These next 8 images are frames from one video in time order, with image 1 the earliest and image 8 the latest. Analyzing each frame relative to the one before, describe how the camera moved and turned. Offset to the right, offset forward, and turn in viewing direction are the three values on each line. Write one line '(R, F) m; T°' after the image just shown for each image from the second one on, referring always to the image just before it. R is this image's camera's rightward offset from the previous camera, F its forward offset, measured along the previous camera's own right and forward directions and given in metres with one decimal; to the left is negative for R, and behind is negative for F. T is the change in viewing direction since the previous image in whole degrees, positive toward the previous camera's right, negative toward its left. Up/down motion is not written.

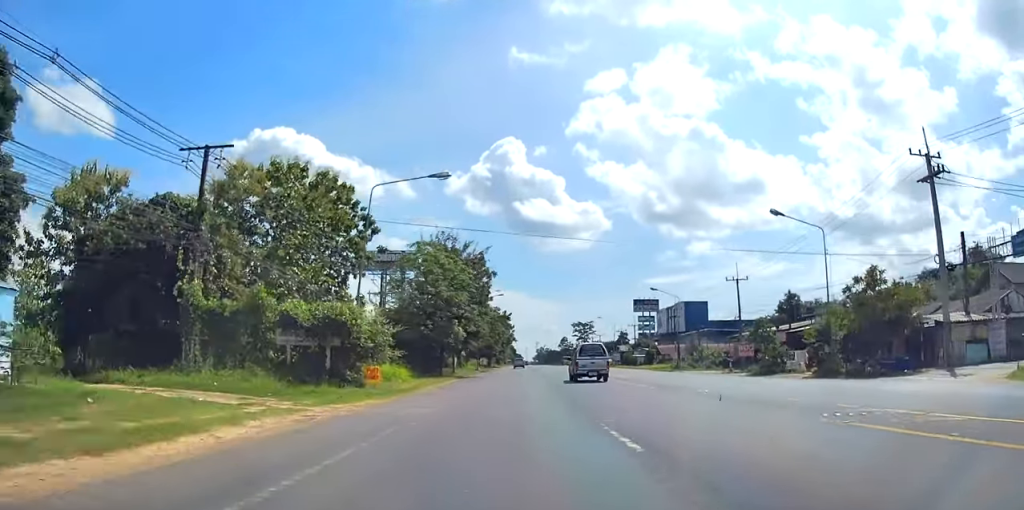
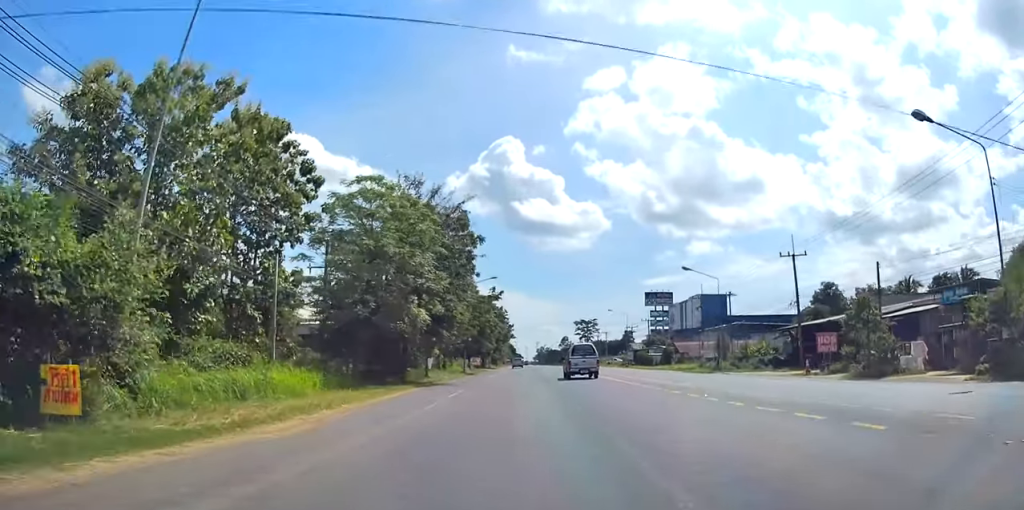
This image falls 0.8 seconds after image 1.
(+0.4, +16.0) m; +1°
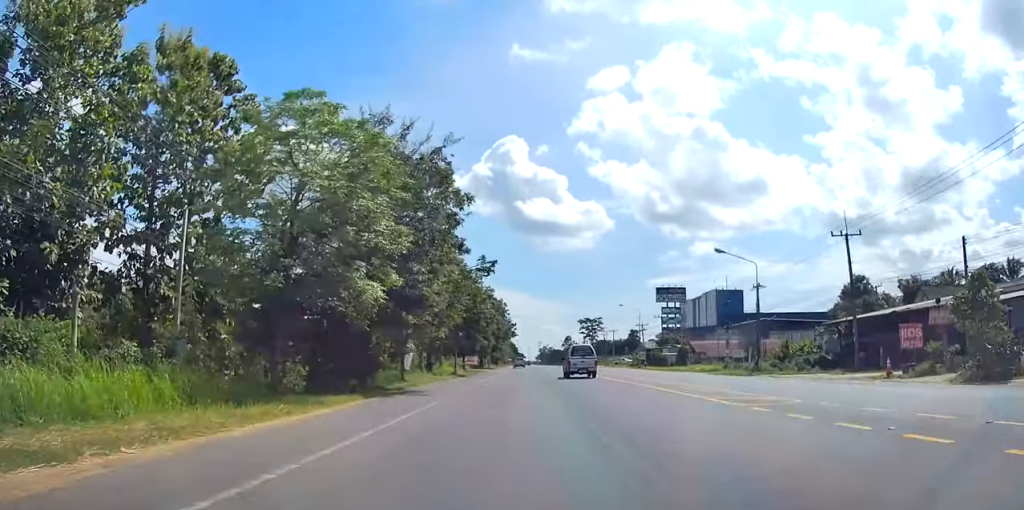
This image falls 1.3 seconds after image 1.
(0.0, +9.6) m; -1°
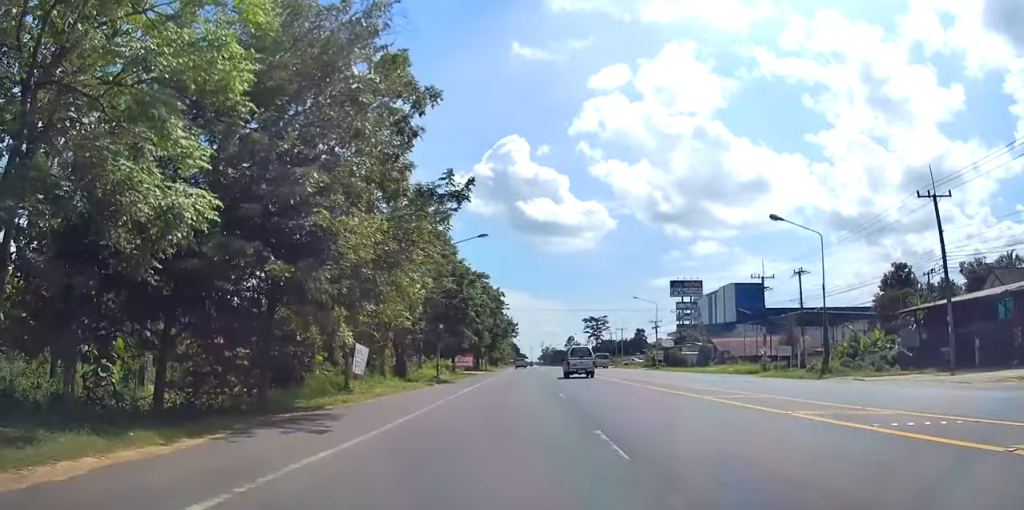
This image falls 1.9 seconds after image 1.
(-0.1, +11.4) m; -1°
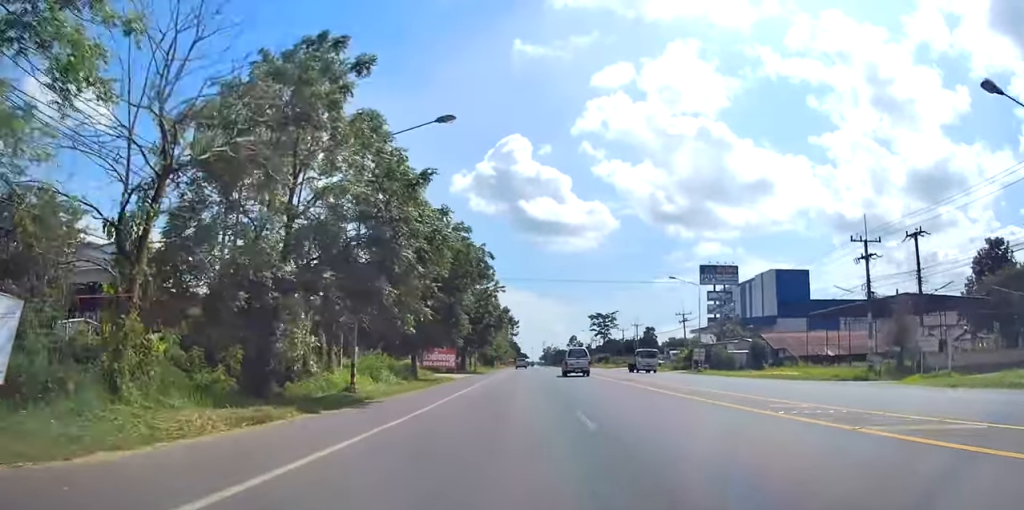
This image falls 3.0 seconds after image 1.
(-0.3, +20.4) m; 0°
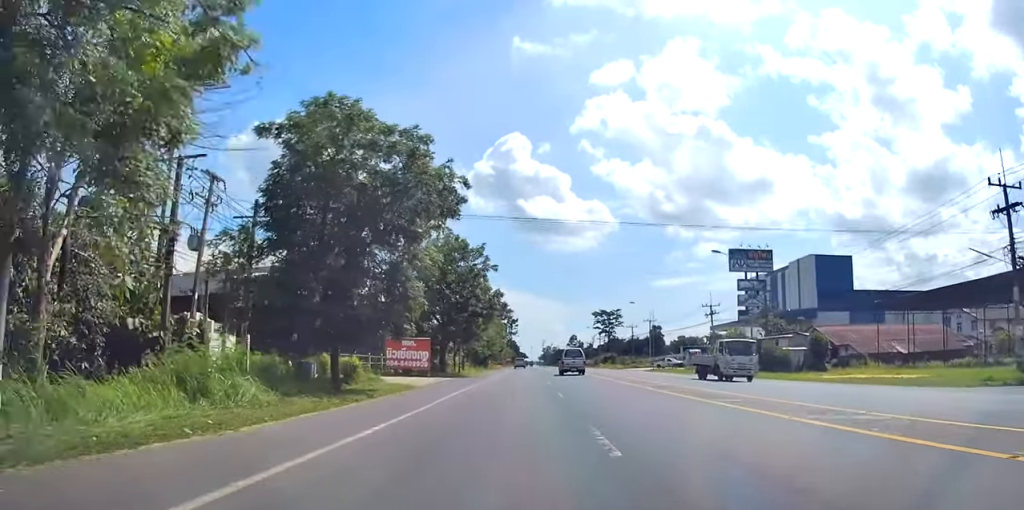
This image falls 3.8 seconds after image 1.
(+0.2, +15.7) m; 0°
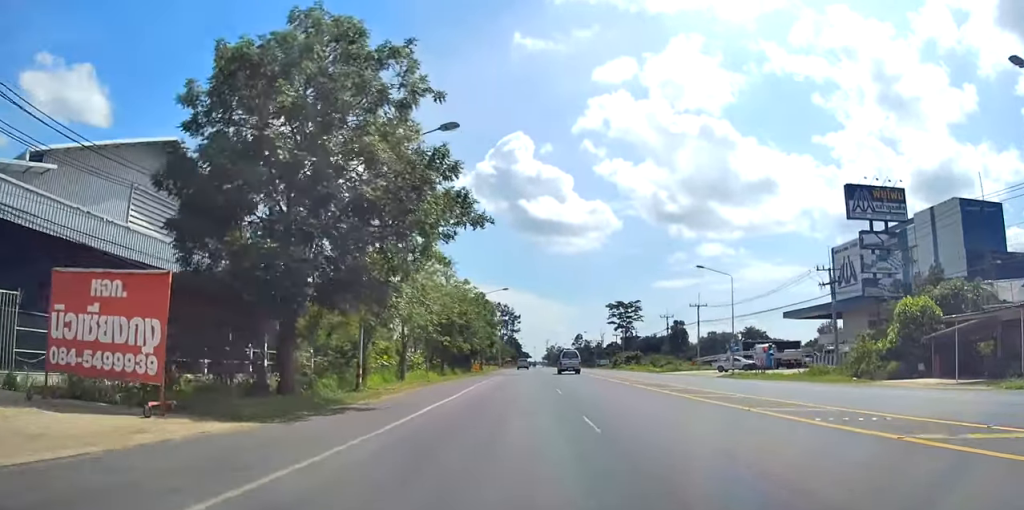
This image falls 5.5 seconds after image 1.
(-0.2, +33.4) m; +1°
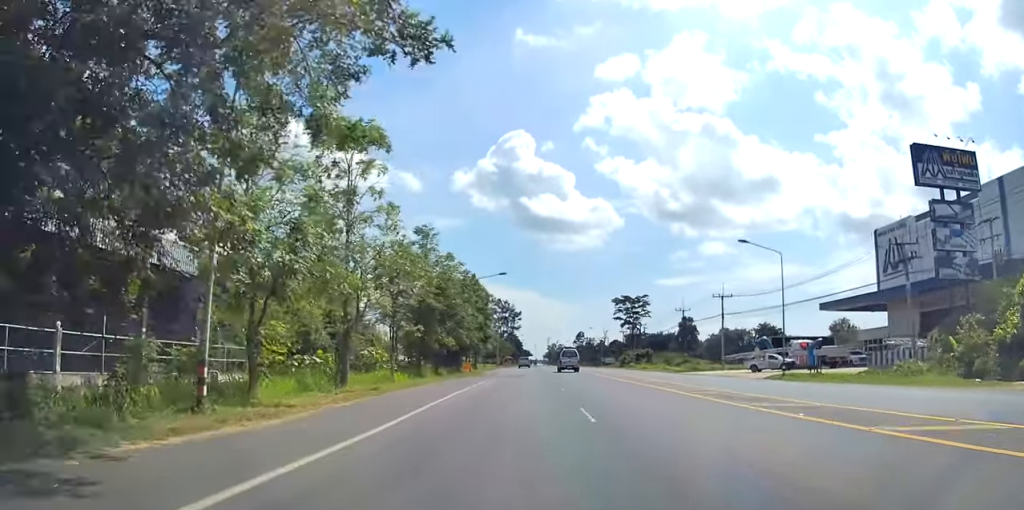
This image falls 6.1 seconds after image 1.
(0.0, +11.2) m; 0°
